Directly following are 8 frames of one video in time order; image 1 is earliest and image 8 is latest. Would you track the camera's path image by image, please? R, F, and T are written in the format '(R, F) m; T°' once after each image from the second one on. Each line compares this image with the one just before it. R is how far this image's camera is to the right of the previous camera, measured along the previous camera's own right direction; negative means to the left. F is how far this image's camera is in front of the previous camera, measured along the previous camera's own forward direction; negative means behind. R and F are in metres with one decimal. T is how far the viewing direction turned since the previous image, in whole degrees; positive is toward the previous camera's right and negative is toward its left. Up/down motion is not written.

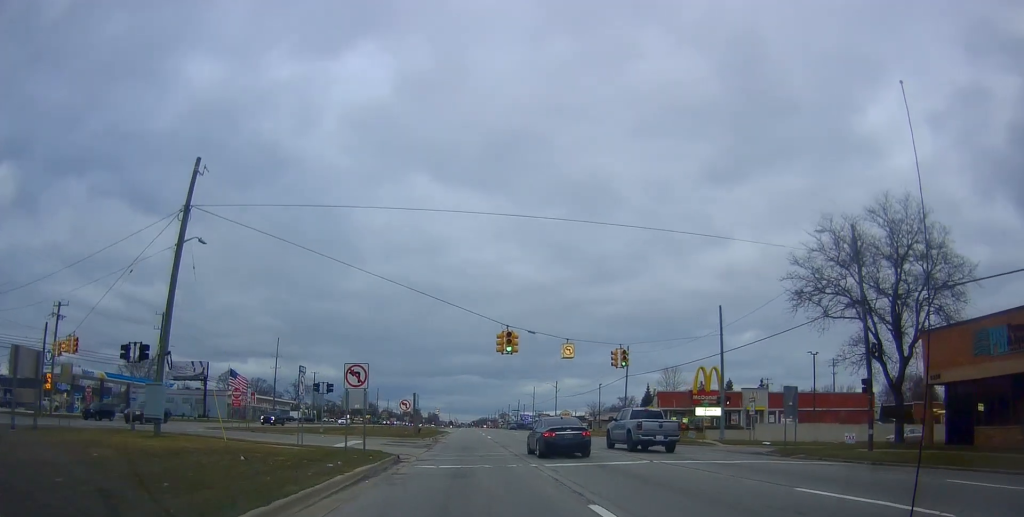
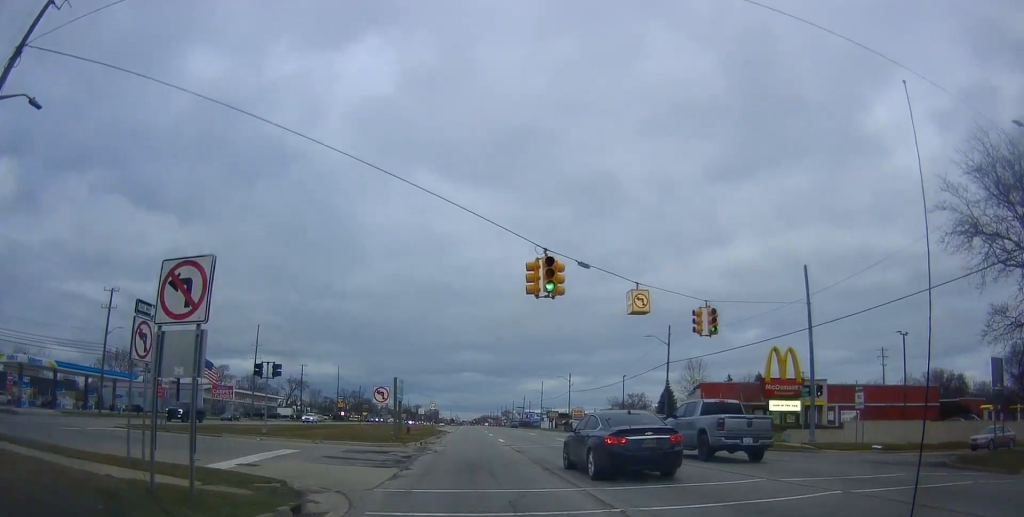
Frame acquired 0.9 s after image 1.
(-0.2, +13.6) m; 0°
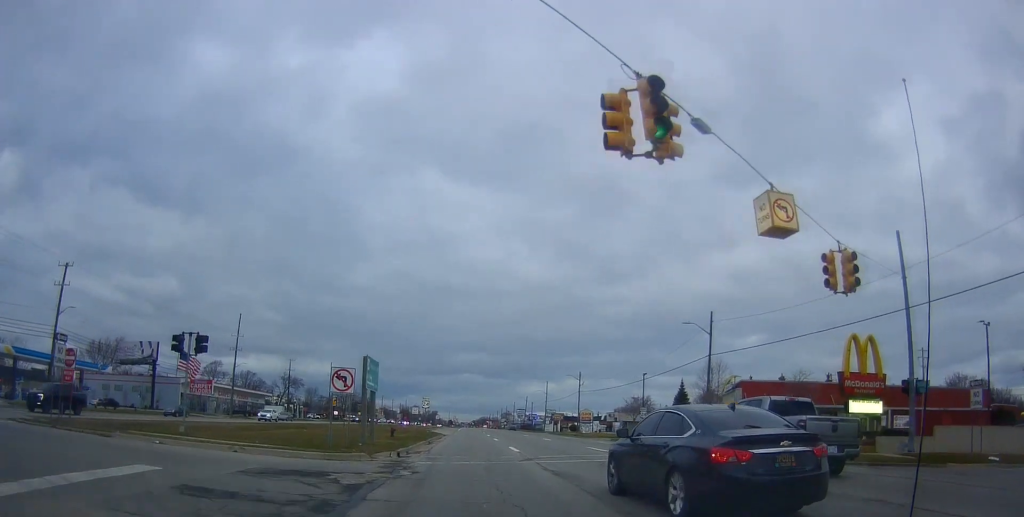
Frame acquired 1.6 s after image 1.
(-0.2, +9.8) m; +1°
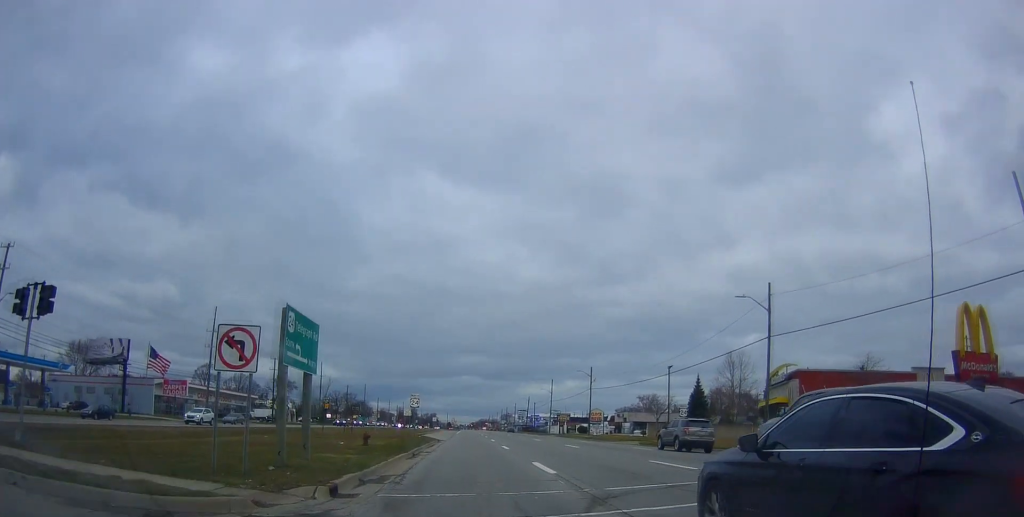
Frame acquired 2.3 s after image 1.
(+0.4, +9.8) m; +2°
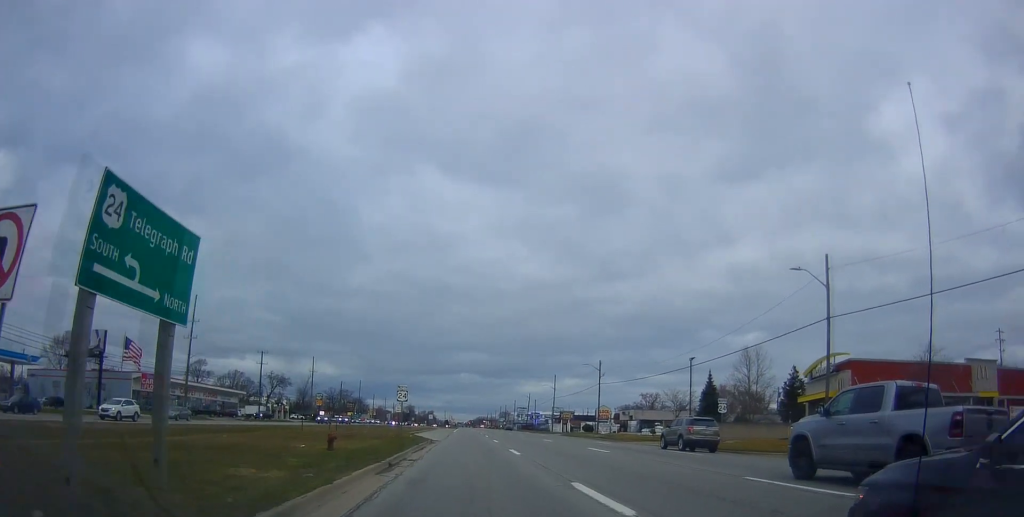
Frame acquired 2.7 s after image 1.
(0.0, +7.0) m; 0°
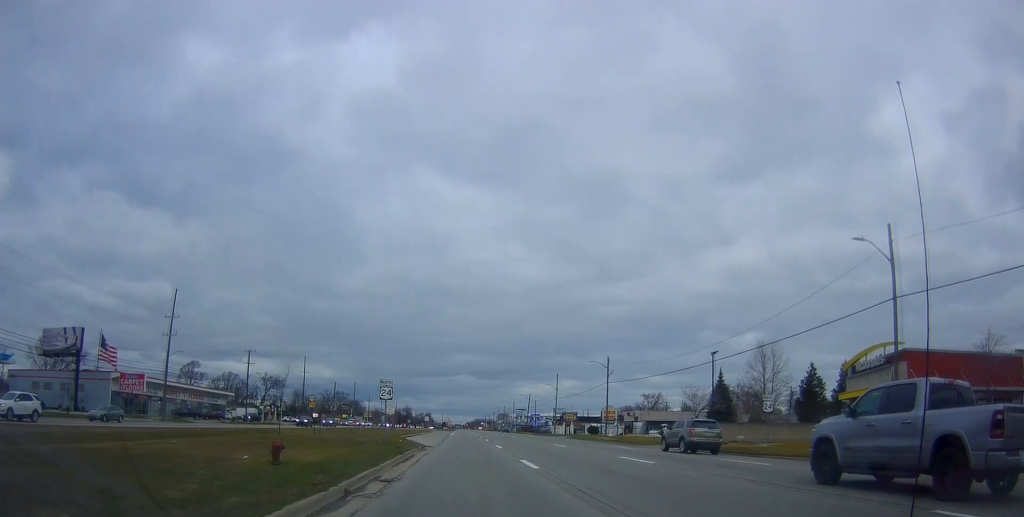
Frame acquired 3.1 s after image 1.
(+0.1, +6.0) m; -1°
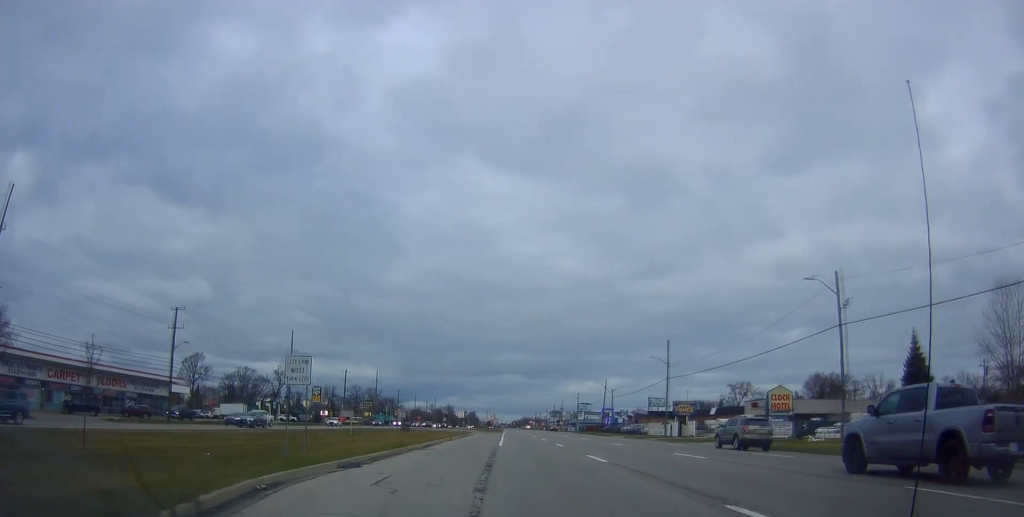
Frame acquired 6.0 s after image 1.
(-0.9, +43.4) m; -3°
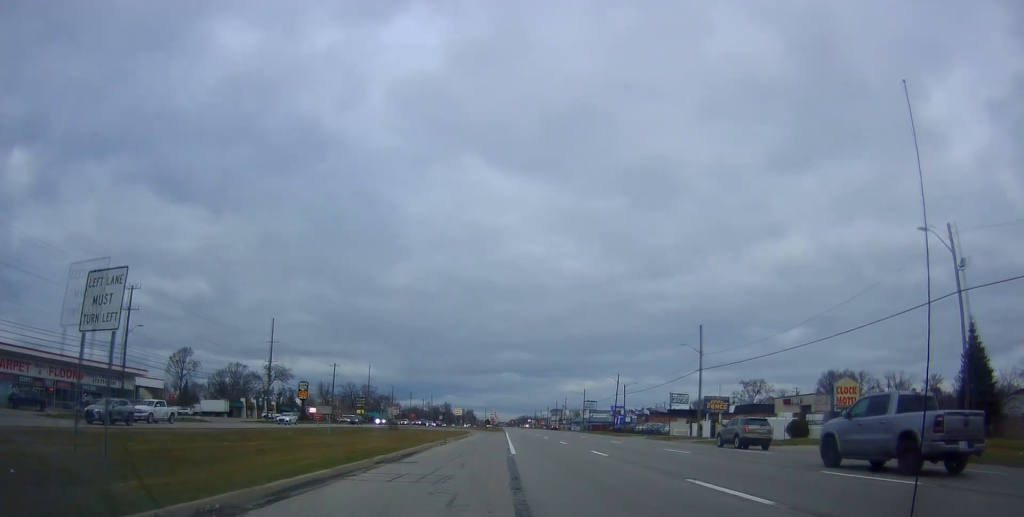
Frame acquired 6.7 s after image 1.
(-0.1, +10.9) m; -1°
